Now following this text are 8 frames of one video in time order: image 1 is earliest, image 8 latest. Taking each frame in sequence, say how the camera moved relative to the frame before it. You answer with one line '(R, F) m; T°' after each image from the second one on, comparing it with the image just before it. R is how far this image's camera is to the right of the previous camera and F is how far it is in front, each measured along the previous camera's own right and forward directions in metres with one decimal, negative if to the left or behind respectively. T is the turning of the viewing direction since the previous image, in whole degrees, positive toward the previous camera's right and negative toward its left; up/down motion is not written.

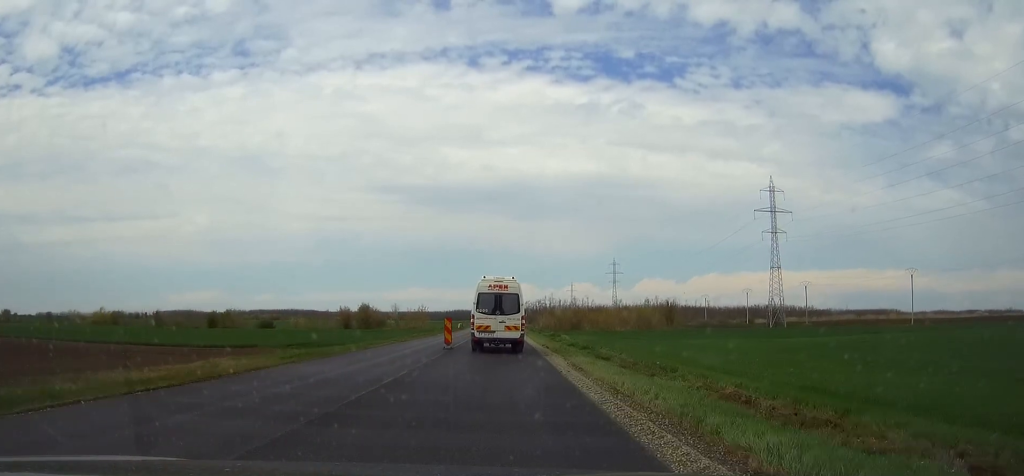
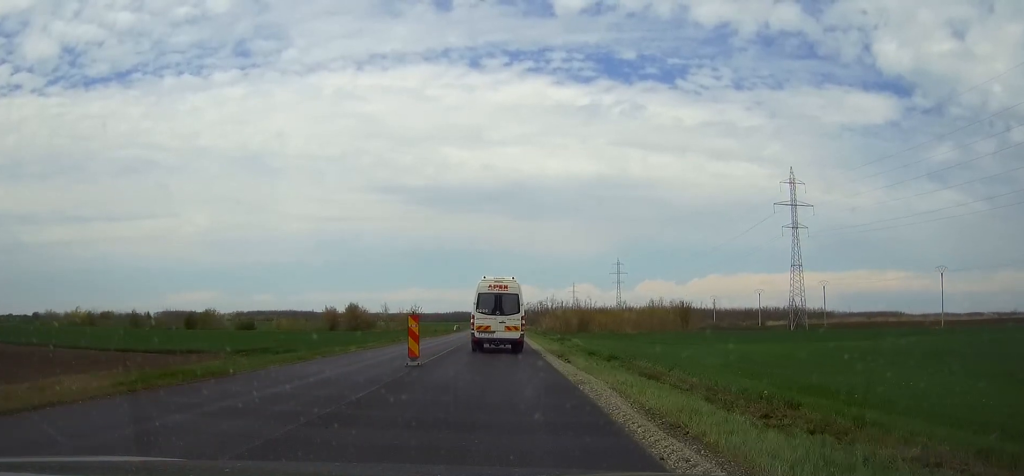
(0.0, +11.0) m; 0°
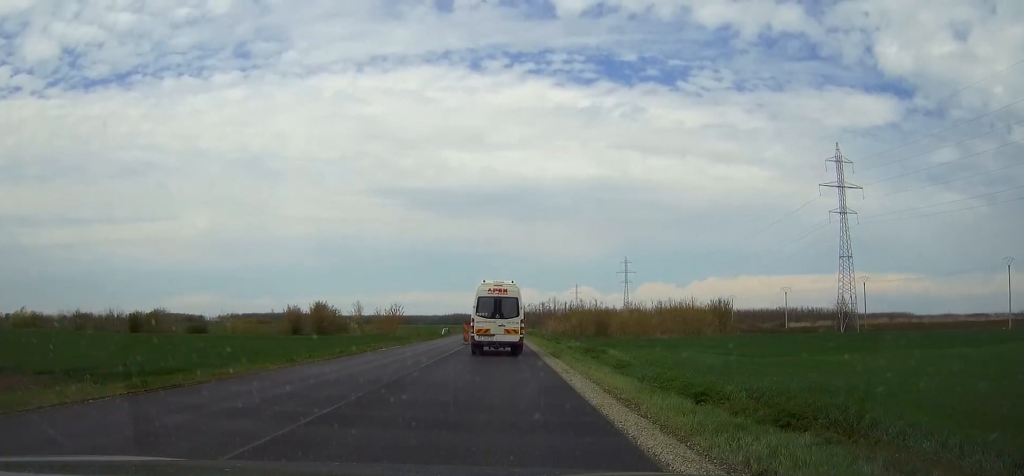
(0.0, +21.5) m; 0°
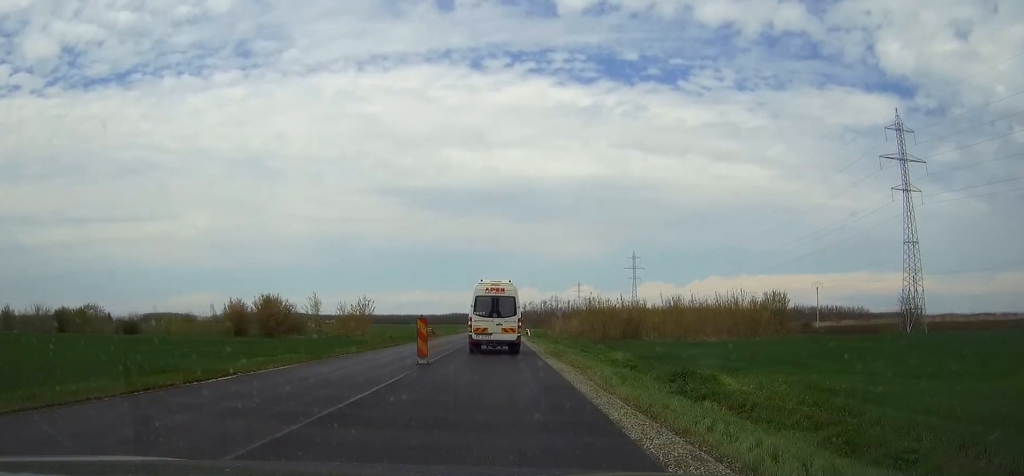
(0.0, +21.6) m; 0°
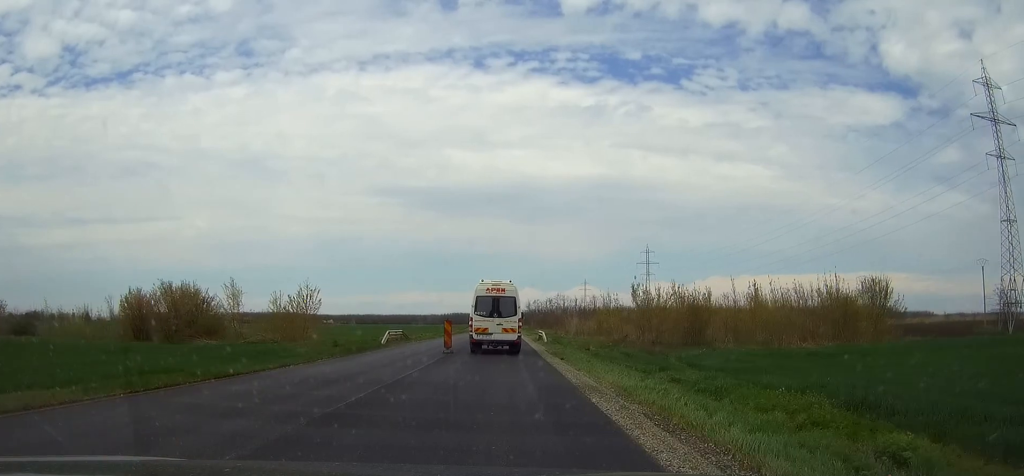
(+0.1, +23.4) m; 0°
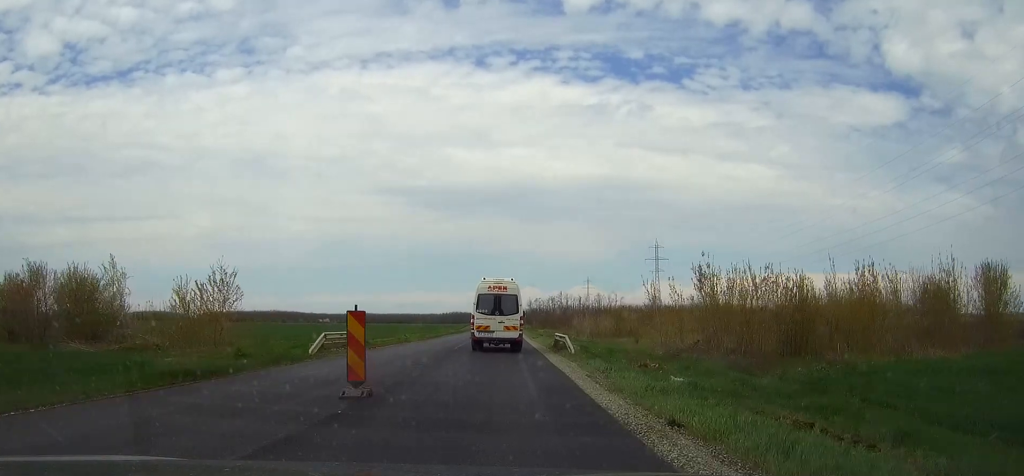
(-0.1, +17.0) m; 0°
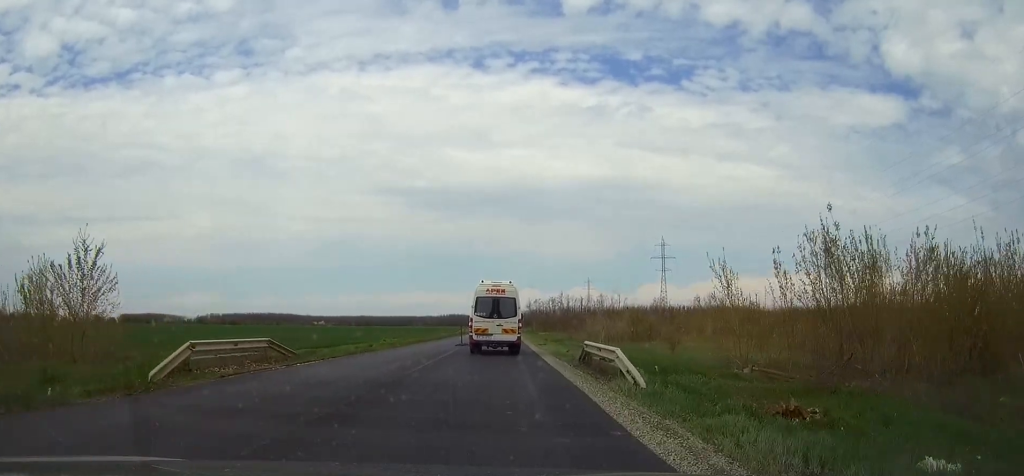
(0.0, +13.5) m; 0°
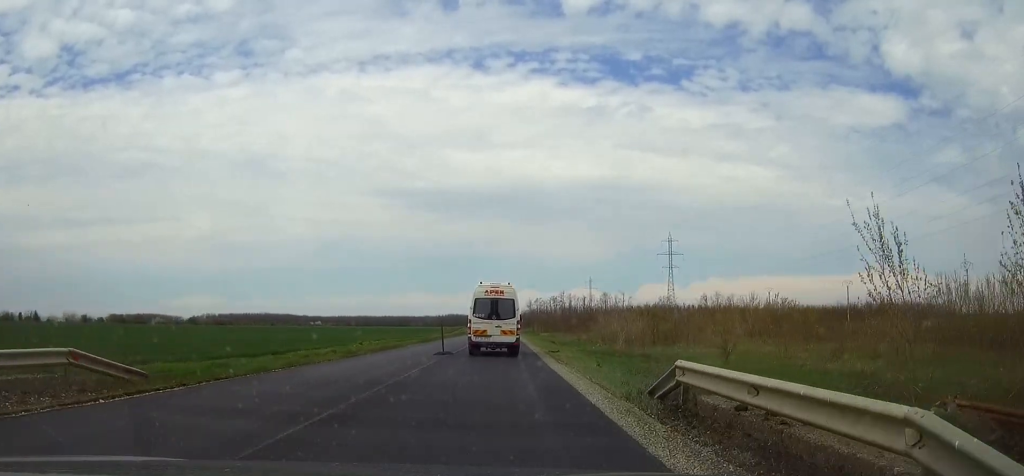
(0.0, +11.8) m; 0°
